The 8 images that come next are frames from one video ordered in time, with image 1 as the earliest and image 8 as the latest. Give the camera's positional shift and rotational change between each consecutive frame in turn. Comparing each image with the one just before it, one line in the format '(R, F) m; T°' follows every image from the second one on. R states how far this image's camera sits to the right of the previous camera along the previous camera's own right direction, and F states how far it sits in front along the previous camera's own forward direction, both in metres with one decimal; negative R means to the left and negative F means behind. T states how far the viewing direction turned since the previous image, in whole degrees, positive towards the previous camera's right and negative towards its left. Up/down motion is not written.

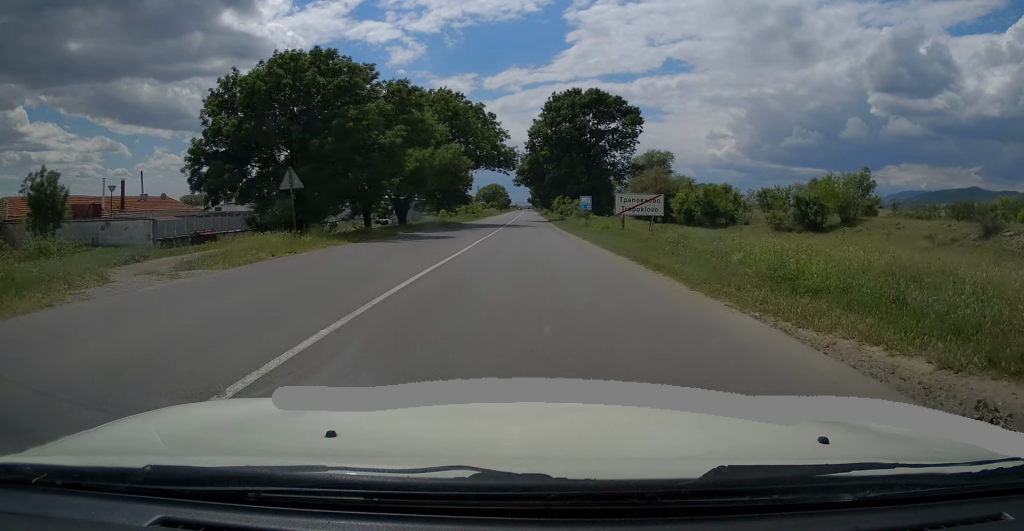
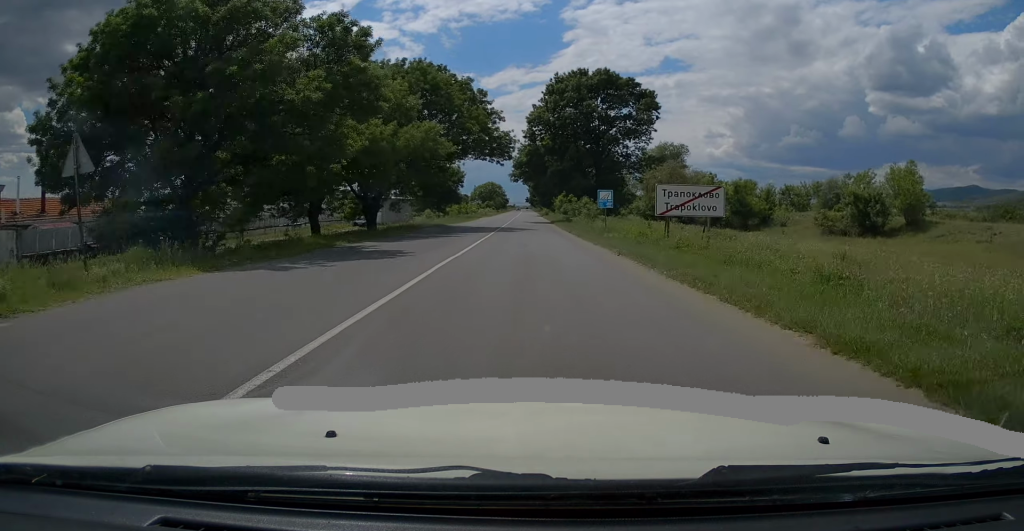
(0.0, +10.4) m; 0°
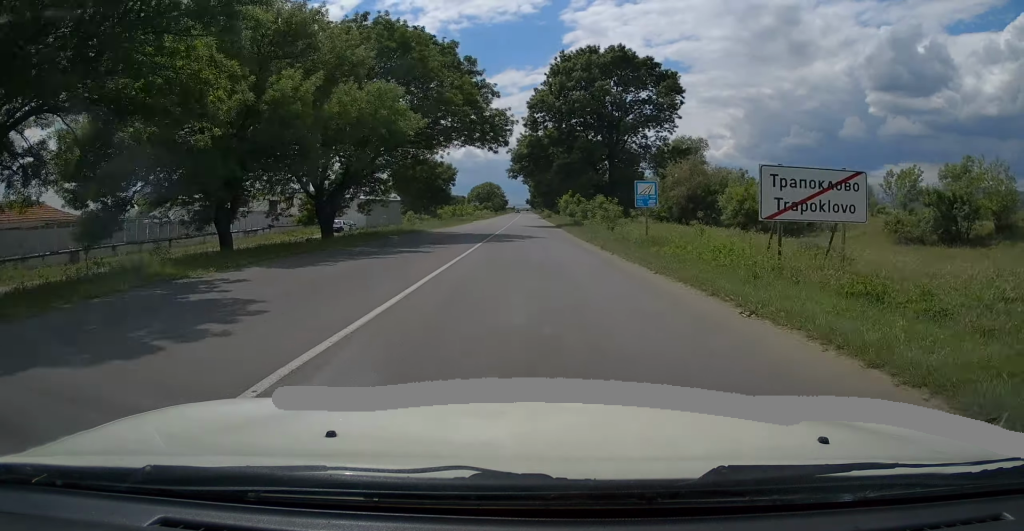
(0.0, +10.0) m; 0°
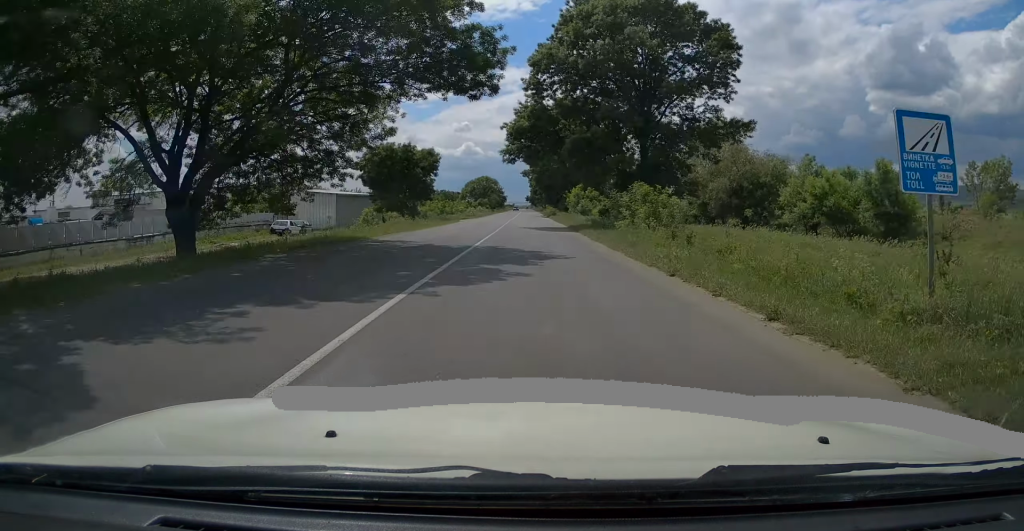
(0.0, +14.7) m; 0°
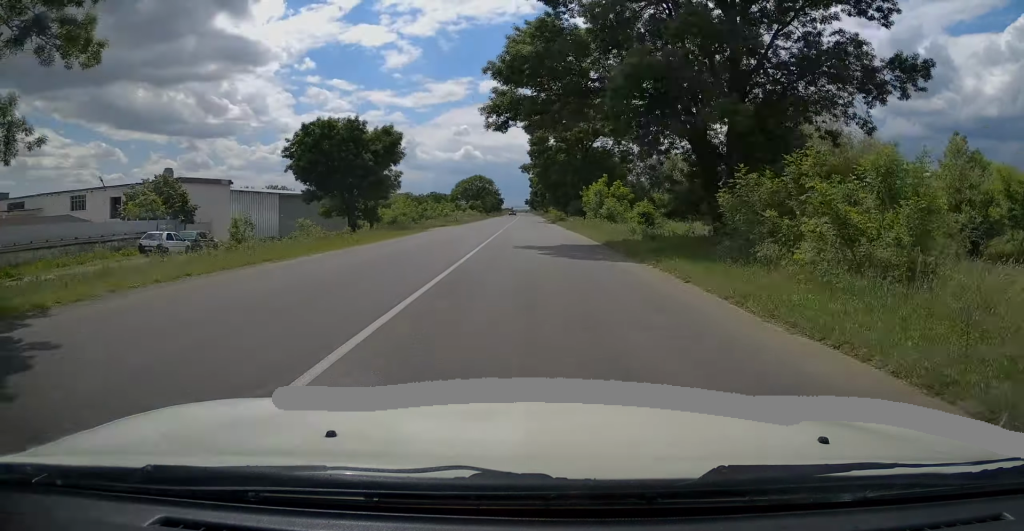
(+0.1, +18.1) m; -1°
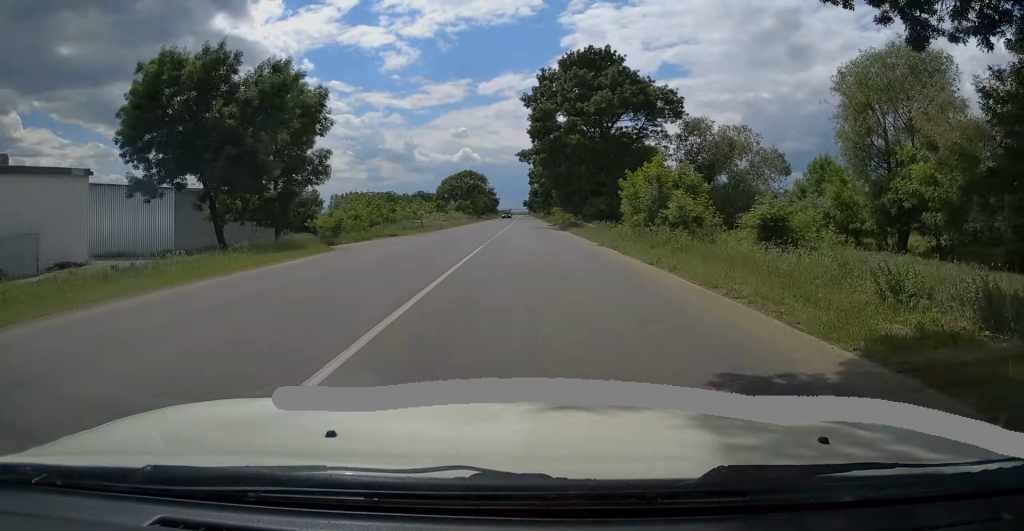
(-0.3, +18.5) m; 0°
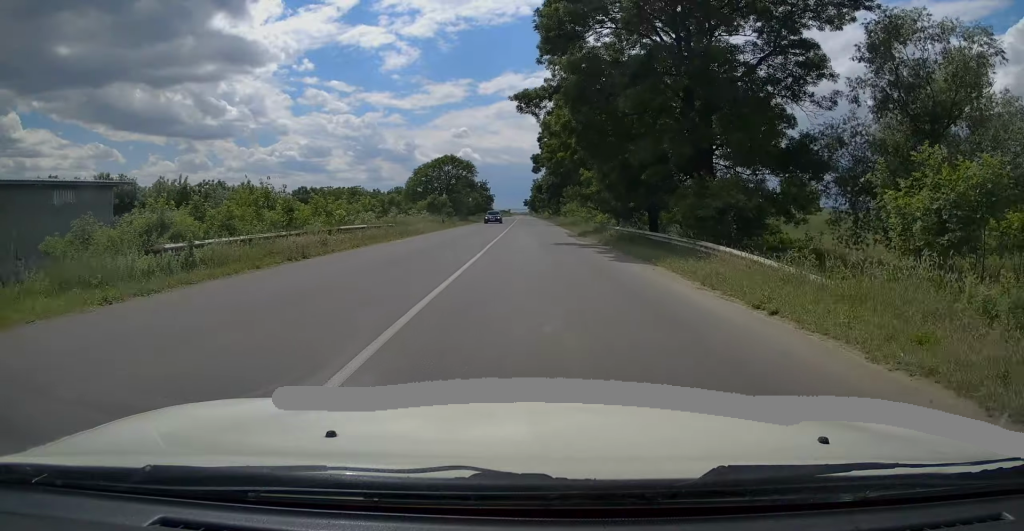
(+0.3, +27.1) m; 0°
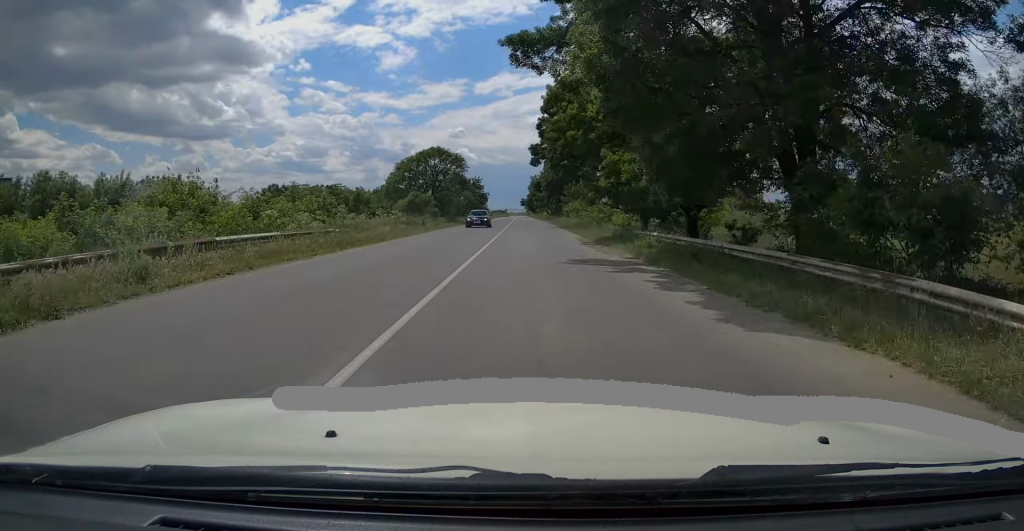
(-0.2, +9.2) m; 0°
